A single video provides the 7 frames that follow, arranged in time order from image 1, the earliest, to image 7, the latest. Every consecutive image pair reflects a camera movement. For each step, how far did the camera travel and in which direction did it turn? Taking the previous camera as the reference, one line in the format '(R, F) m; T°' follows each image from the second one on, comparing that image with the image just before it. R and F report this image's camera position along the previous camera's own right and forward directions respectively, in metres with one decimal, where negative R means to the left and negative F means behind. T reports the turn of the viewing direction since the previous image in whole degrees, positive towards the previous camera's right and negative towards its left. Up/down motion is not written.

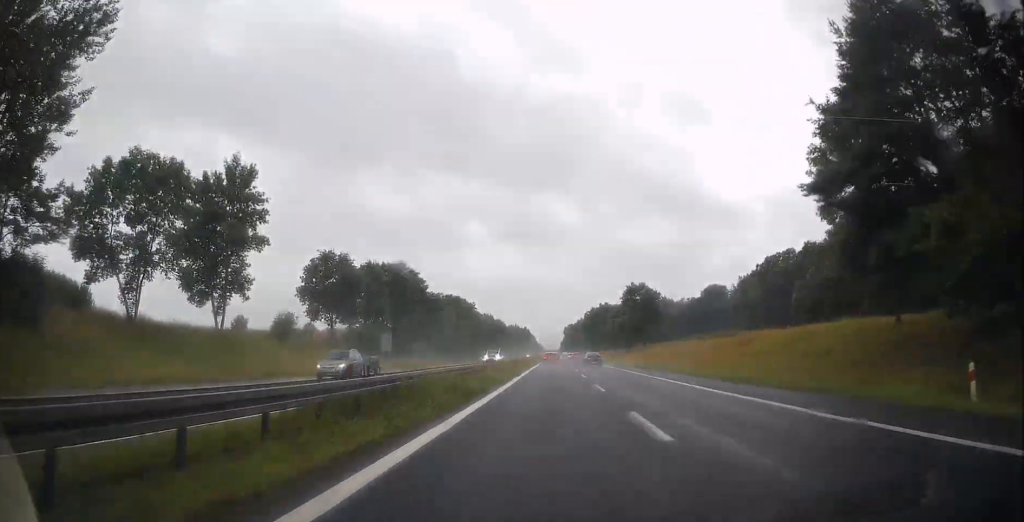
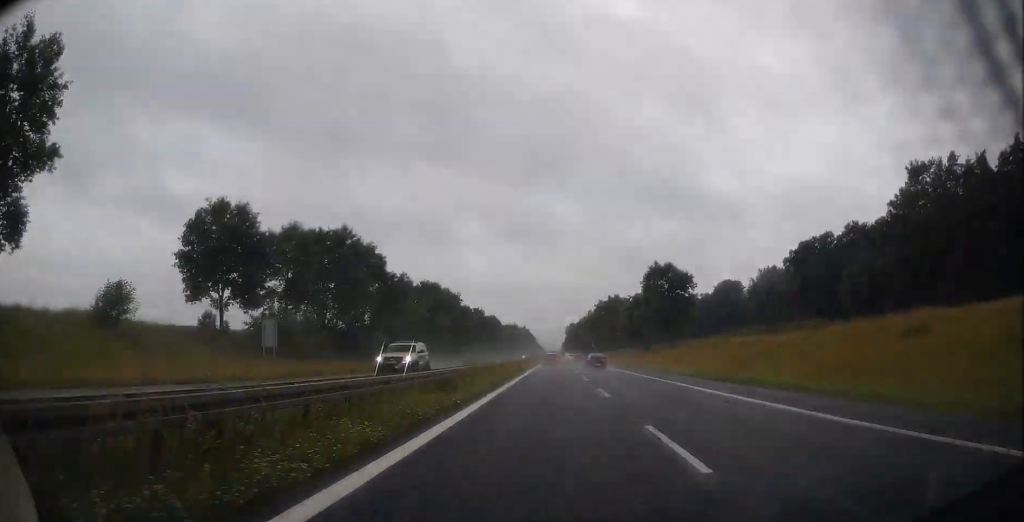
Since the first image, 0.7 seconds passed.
(0.0, +26.3) m; 0°
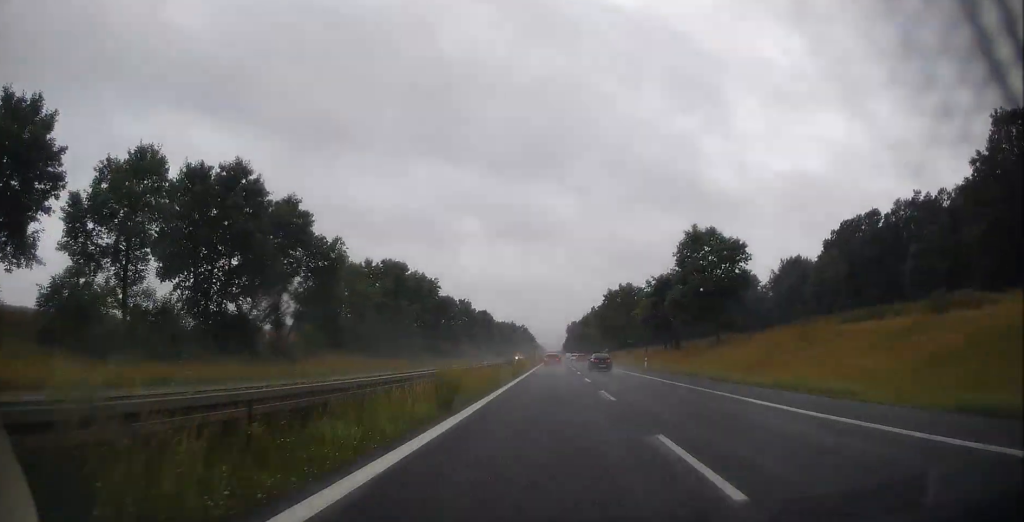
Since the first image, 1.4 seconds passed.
(0.0, +25.2) m; 0°
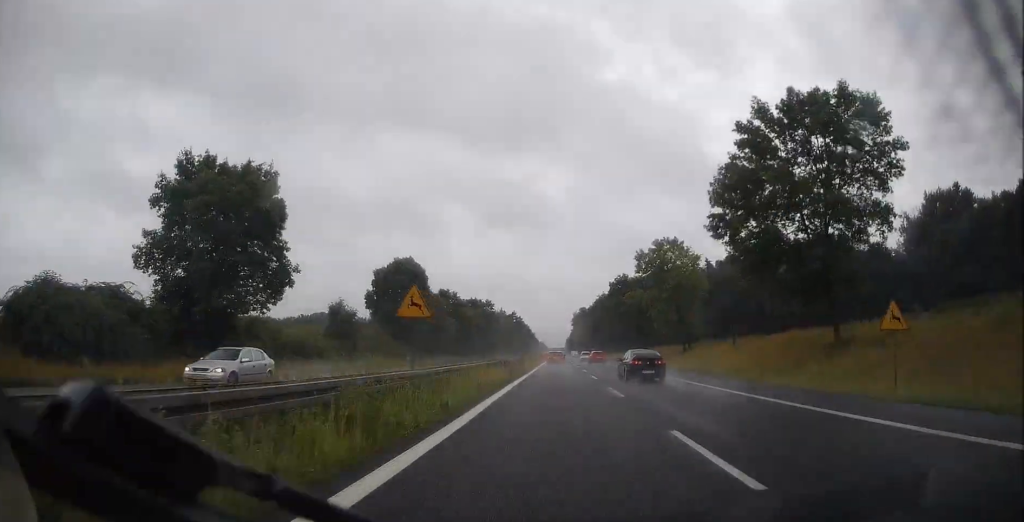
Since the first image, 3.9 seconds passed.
(+0.1, +95.8) m; -1°
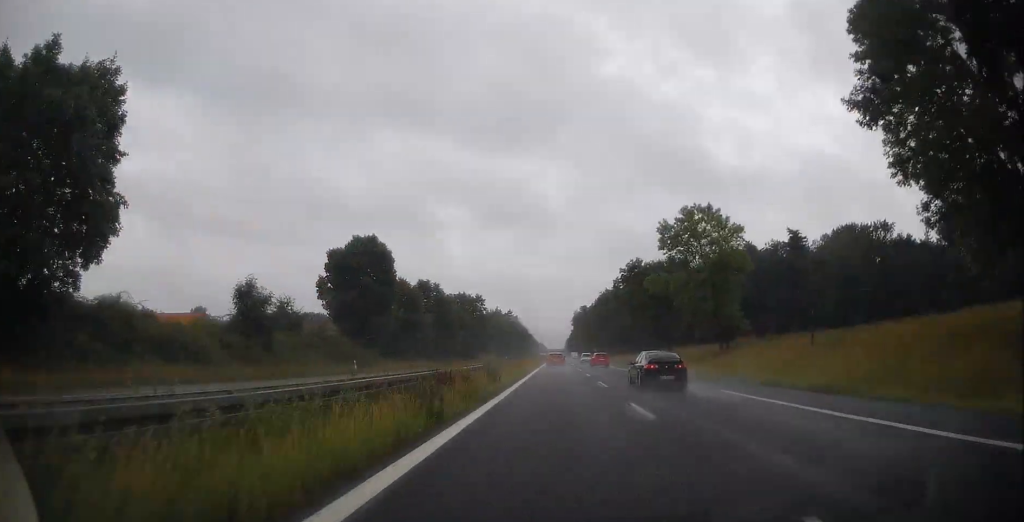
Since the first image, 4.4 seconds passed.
(-0.2, +17.5) m; 0°
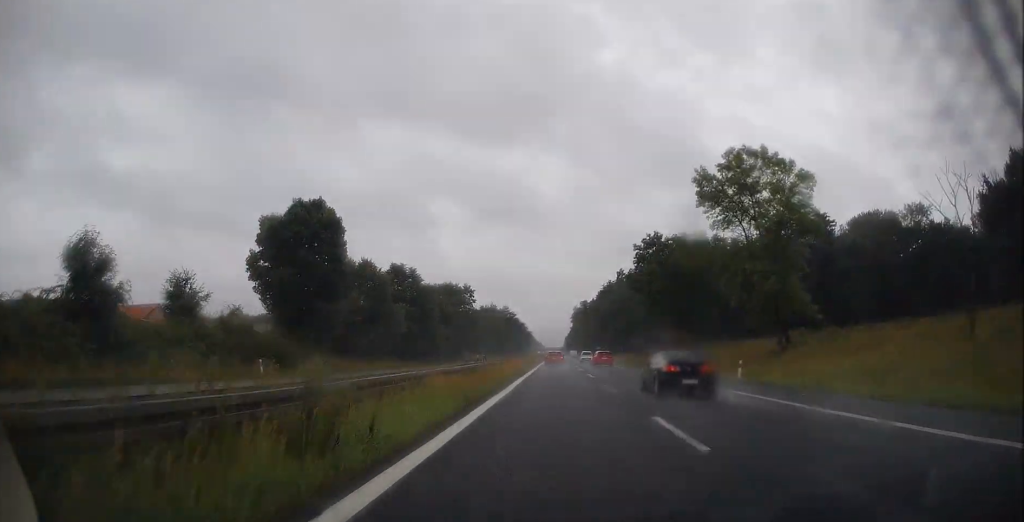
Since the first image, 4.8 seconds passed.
(-0.2, +16.2) m; 0°
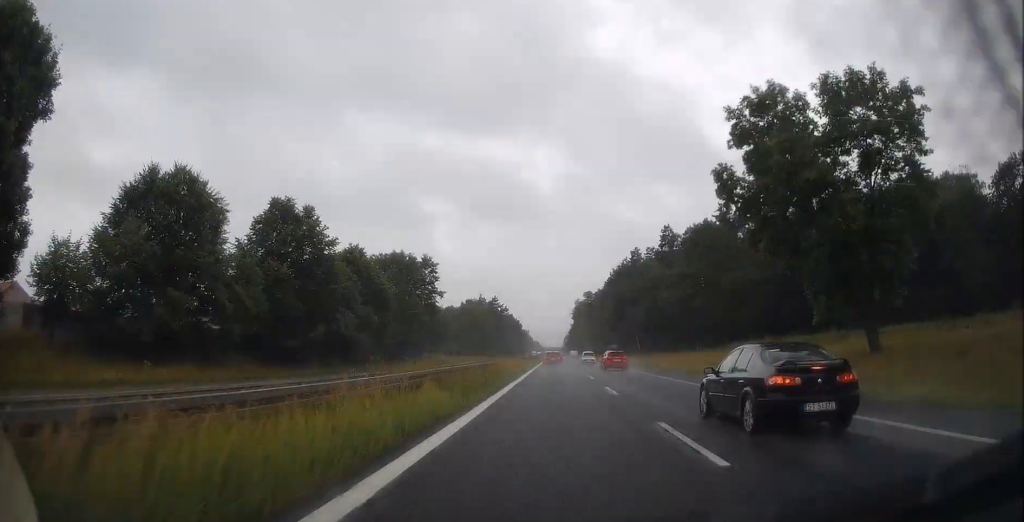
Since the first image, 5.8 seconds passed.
(+0.7, +37.2) m; +1°
